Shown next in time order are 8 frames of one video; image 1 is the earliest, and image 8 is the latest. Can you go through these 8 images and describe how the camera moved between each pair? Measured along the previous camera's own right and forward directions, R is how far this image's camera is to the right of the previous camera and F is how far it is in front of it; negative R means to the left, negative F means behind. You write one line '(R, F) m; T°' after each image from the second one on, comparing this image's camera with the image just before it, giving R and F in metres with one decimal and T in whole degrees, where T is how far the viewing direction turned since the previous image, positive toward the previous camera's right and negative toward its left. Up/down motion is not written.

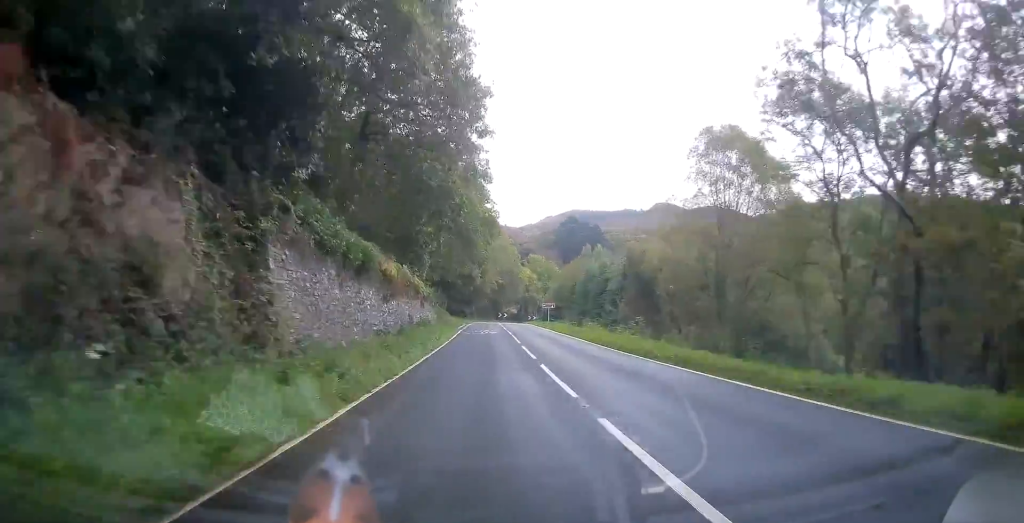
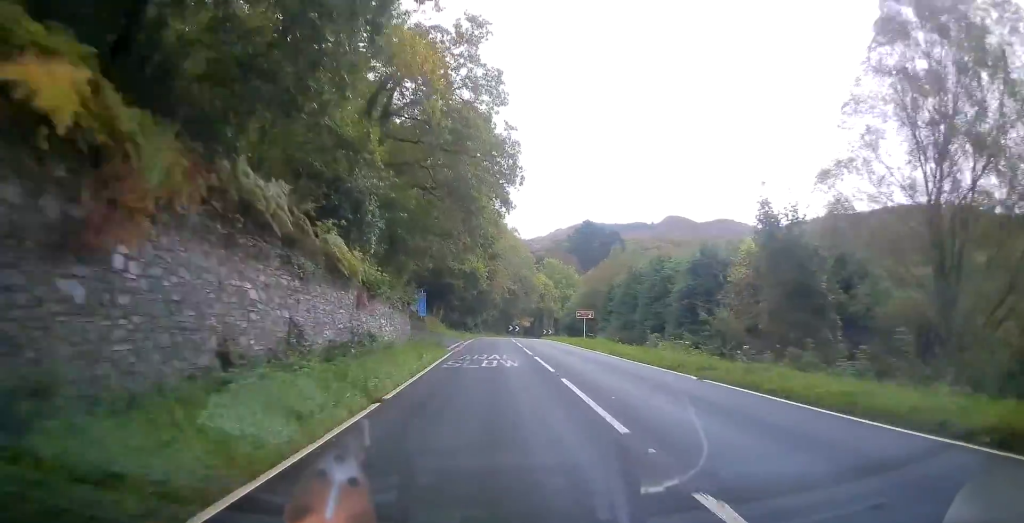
(-0.4, +21.4) m; 0°
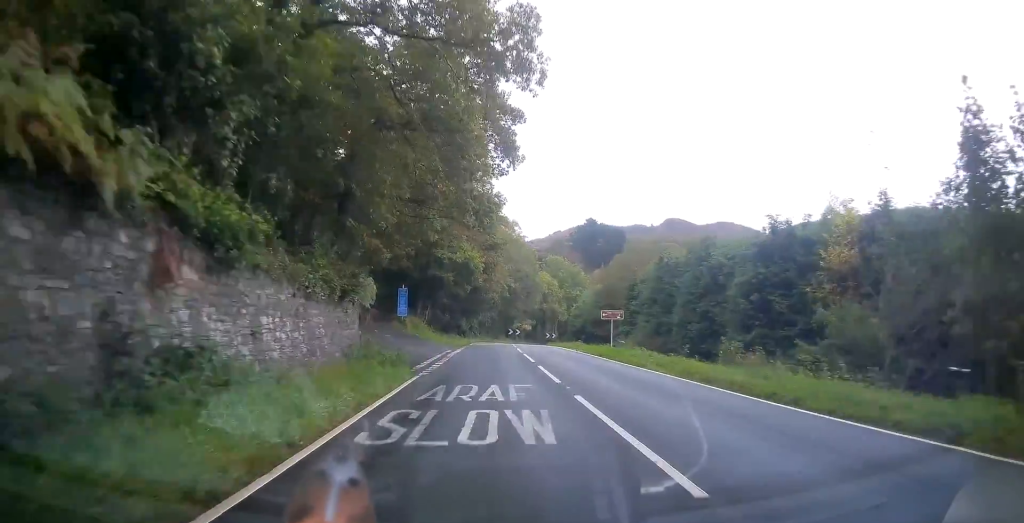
(+0.2, +11.7) m; +1°
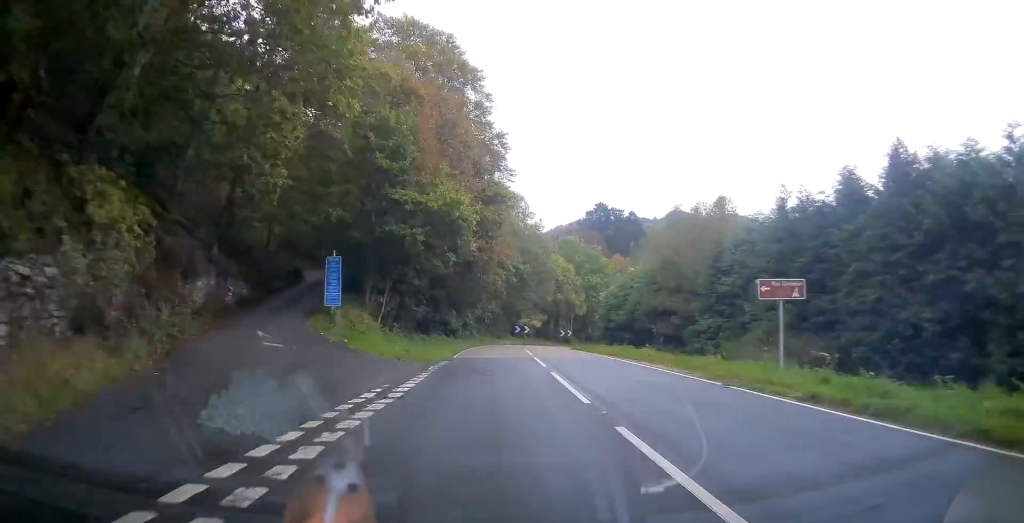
(+0.2, +21.6) m; +1°
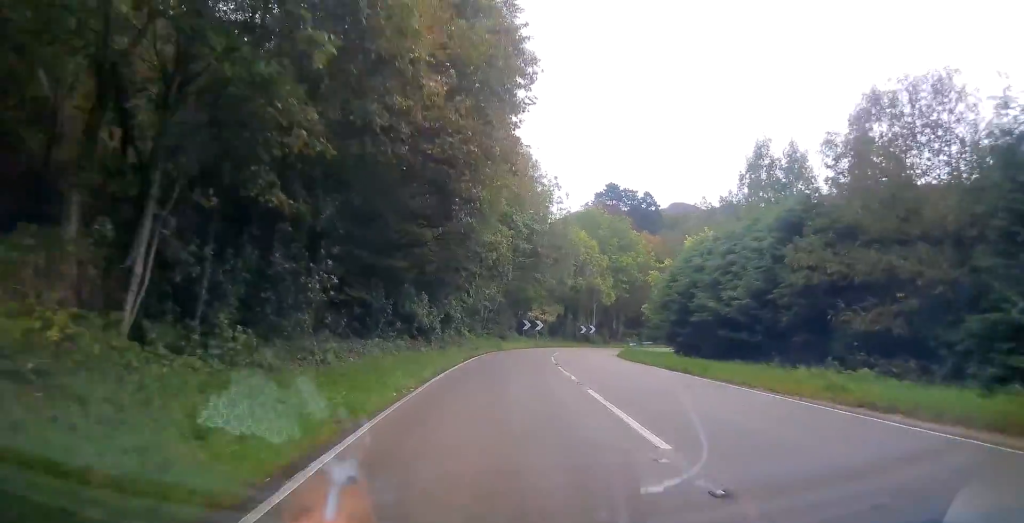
(+0.3, +21.9) m; +1°
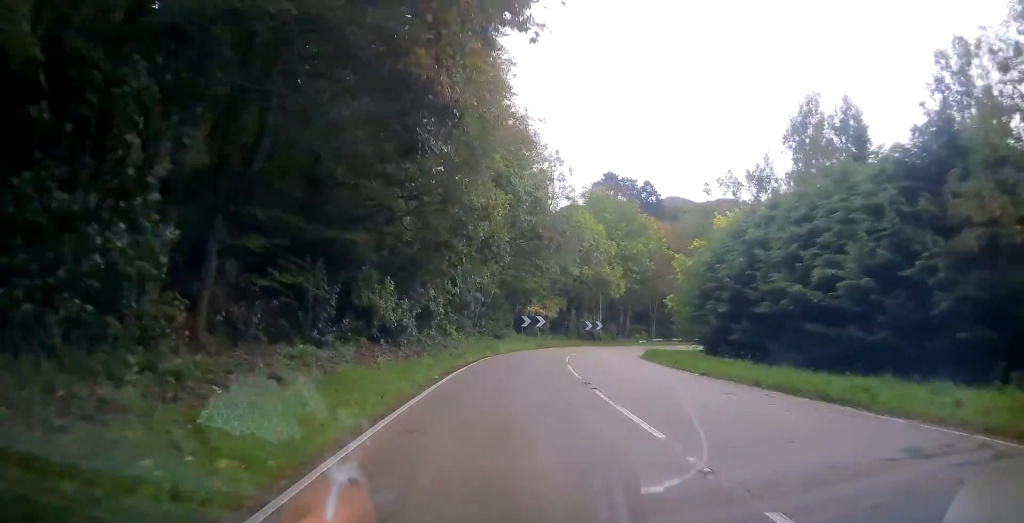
(-0.1, +8.2) m; +1°
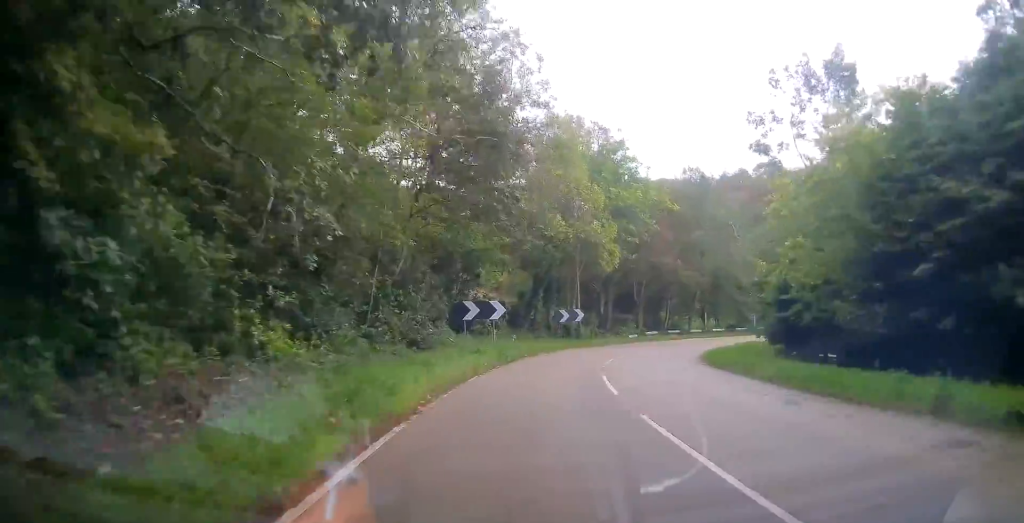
(+0.8, +21.9) m; +8°
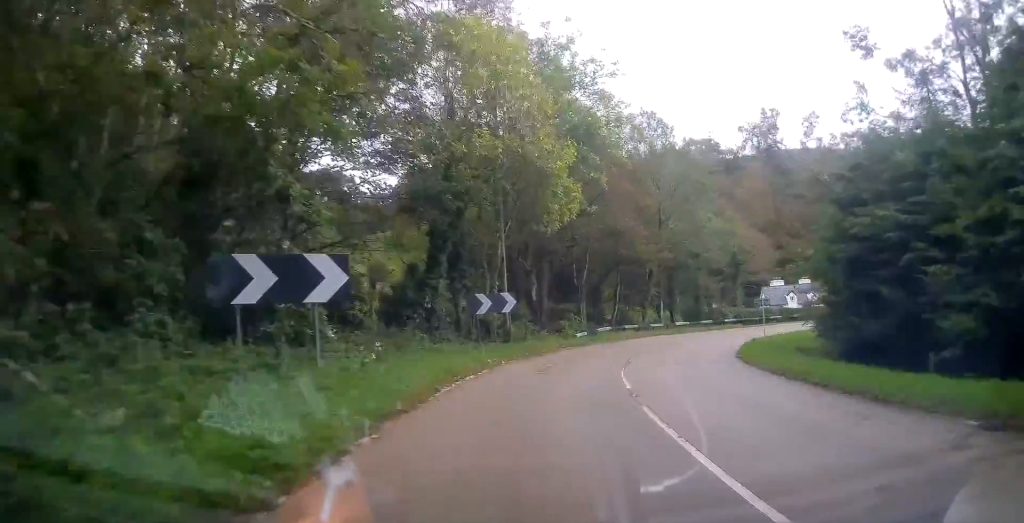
(+1.7, +16.8) m; +10°
